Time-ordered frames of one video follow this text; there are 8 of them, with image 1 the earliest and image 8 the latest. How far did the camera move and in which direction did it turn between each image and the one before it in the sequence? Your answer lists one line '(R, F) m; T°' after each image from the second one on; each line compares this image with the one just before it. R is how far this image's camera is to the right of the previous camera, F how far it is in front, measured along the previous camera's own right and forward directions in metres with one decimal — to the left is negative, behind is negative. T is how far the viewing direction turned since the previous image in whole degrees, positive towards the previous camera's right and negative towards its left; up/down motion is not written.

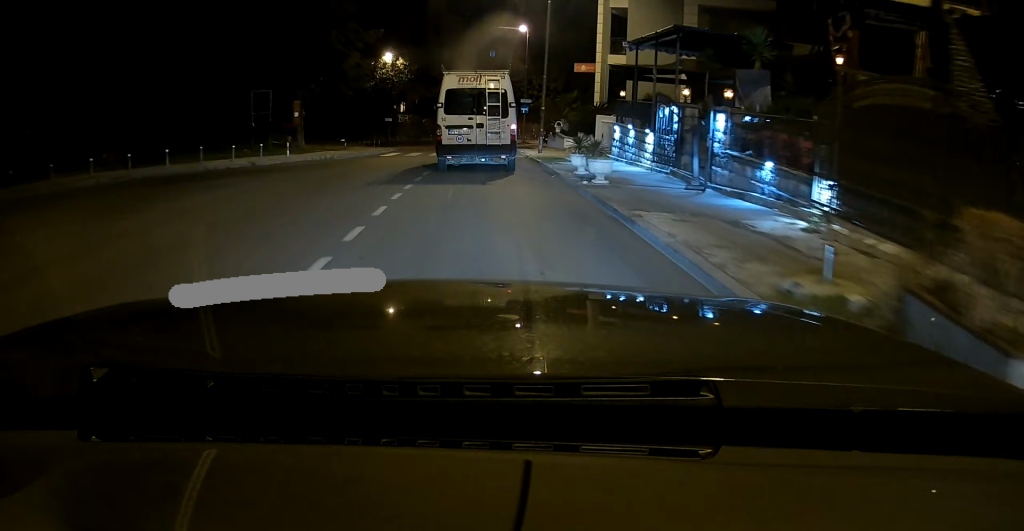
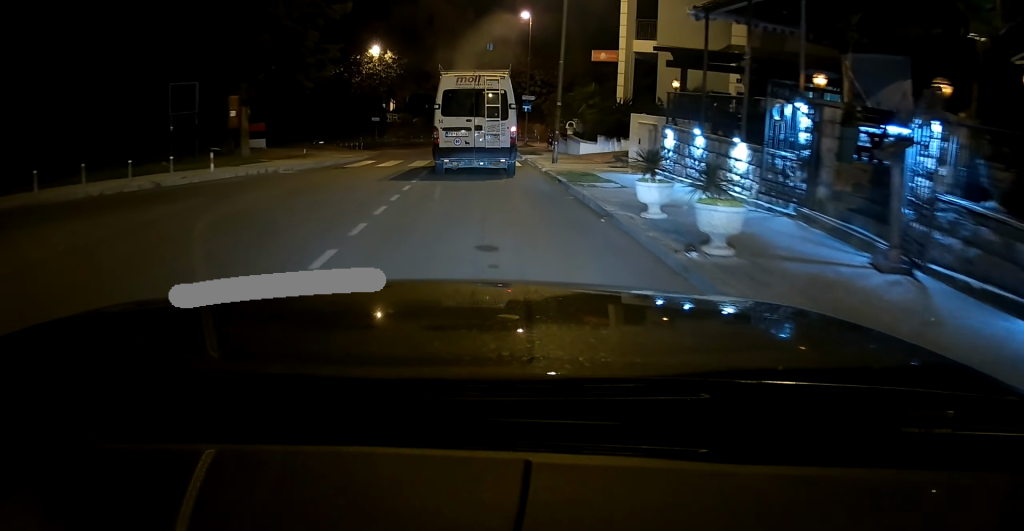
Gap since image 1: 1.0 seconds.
(0.0, +7.2) m; +1°
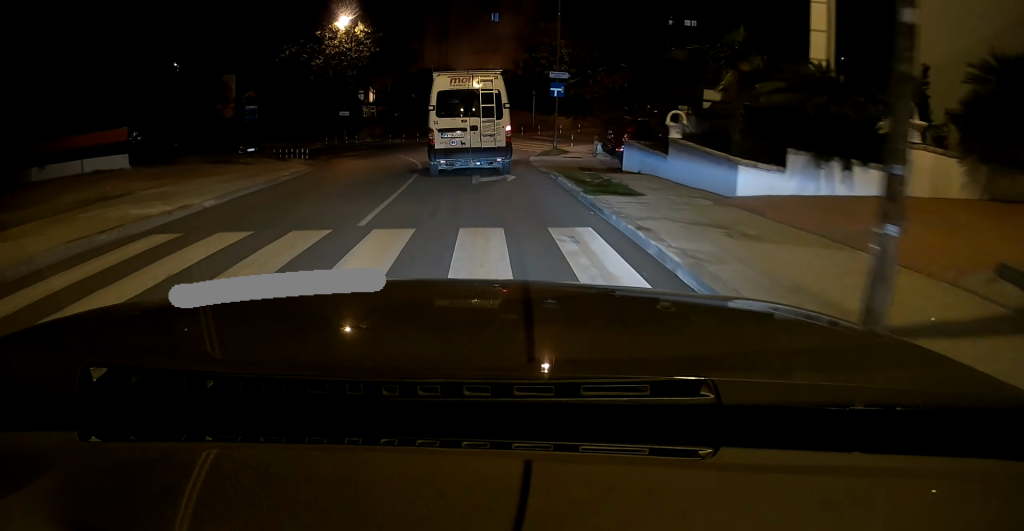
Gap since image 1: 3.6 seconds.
(+0.4, +20.3) m; -3°
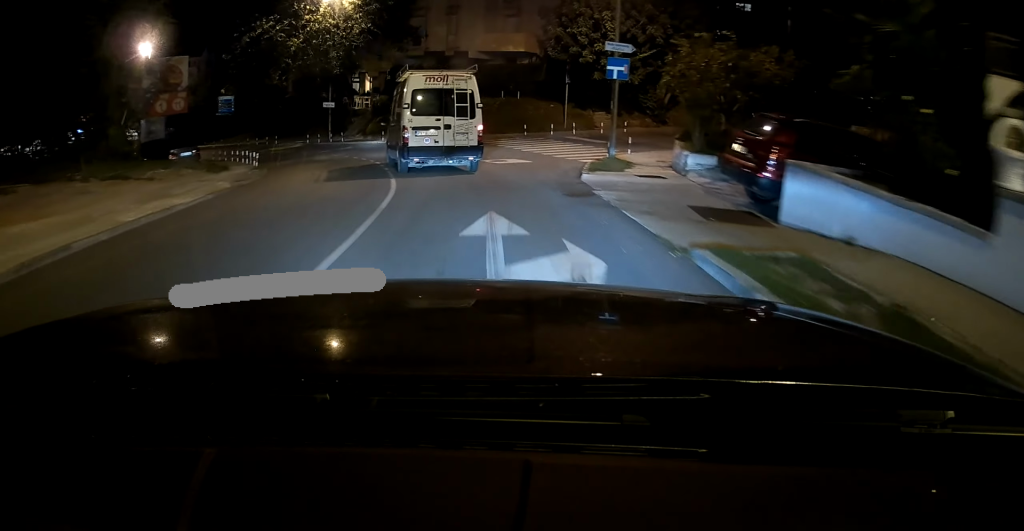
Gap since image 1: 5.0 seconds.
(-0.9, +12.7) m; -7°
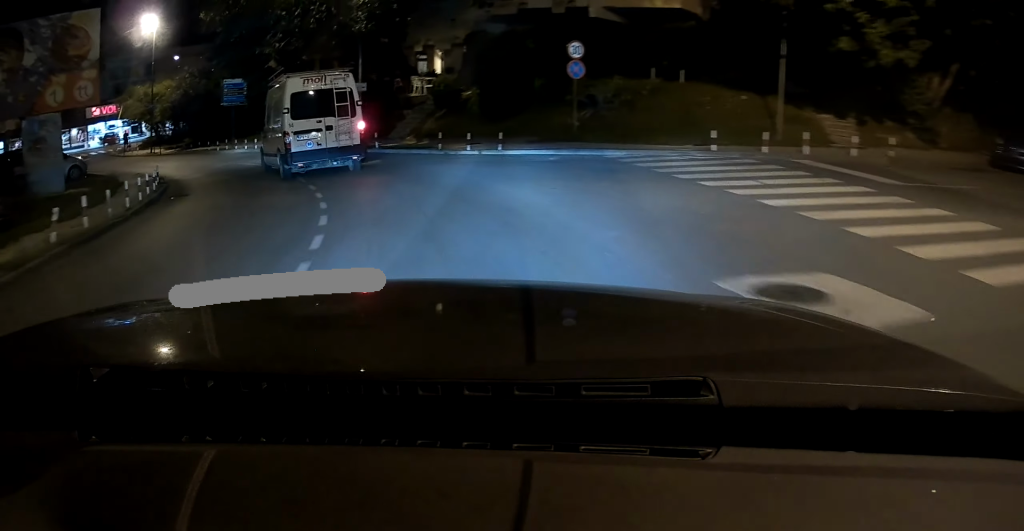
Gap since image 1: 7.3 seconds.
(-1.5, +13.1) m; -16°
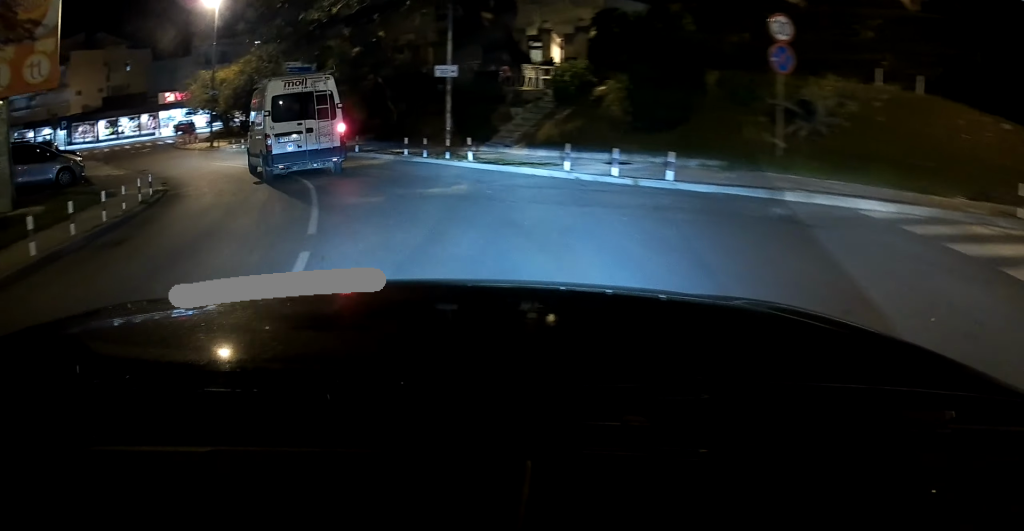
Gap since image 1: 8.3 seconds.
(-0.4, +5.2) m; -7°
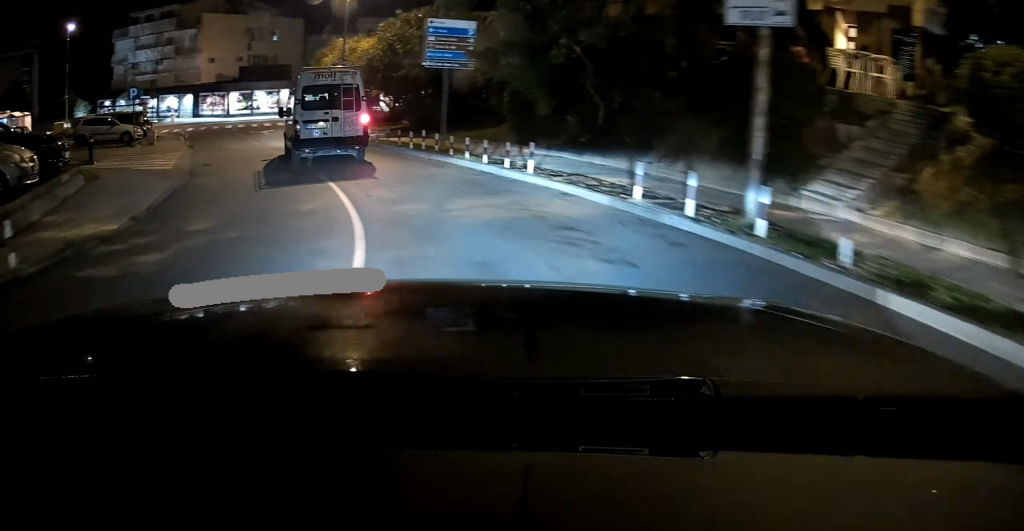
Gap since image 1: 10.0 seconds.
(-0.6, +8.1) m; -11°
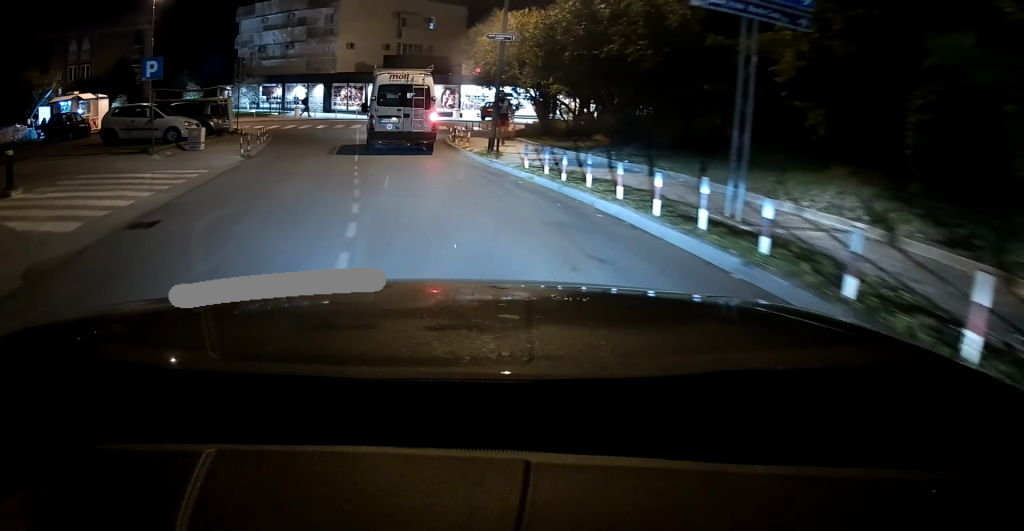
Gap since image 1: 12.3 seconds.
(-1.4, +9.9) m; -20°
